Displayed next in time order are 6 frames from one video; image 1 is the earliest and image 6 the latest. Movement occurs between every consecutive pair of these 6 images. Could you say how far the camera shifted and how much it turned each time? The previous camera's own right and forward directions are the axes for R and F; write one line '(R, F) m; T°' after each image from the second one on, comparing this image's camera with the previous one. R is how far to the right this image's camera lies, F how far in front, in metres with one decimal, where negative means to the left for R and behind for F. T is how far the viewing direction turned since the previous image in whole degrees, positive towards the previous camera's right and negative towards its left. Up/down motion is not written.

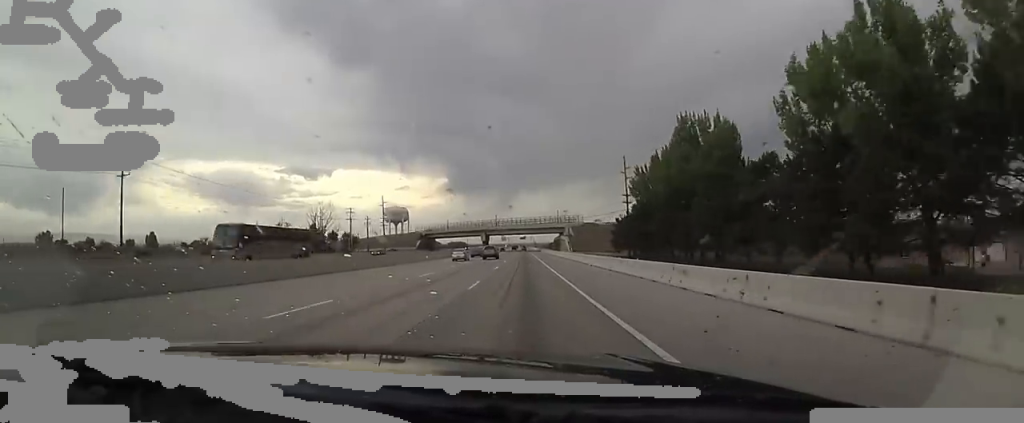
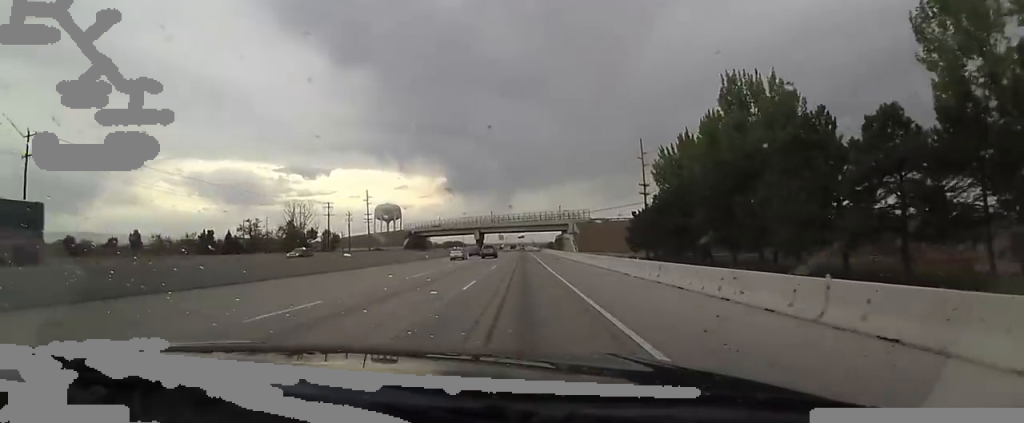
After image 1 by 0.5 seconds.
(+0.3, +15.7) m; +1°
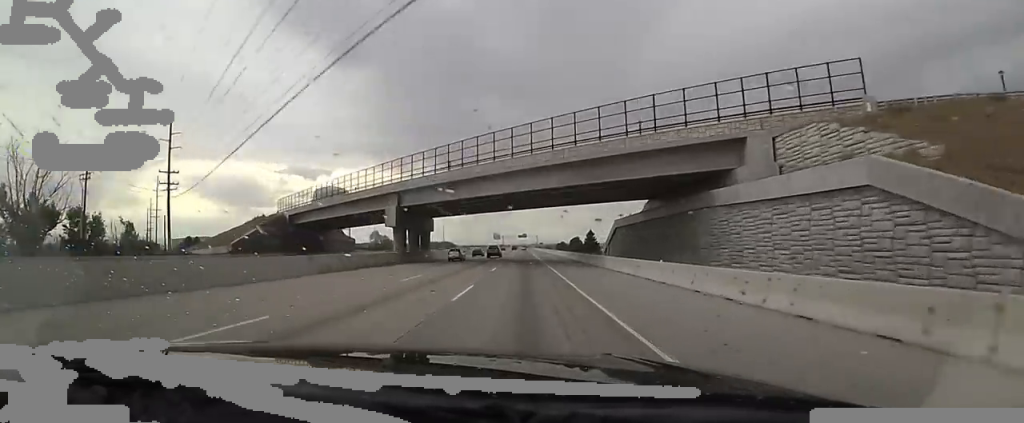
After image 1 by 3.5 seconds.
(+2.9, +94.5) m; +1°
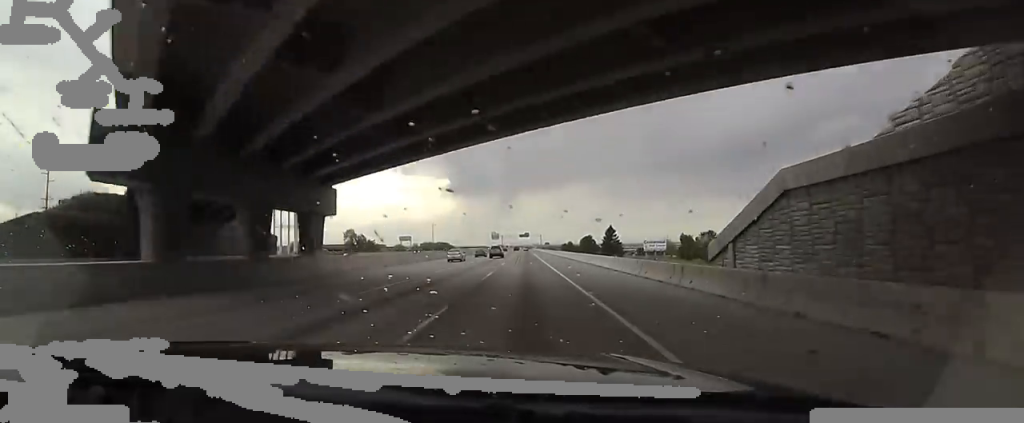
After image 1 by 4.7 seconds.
(-1.0, +36.3) m; -2°
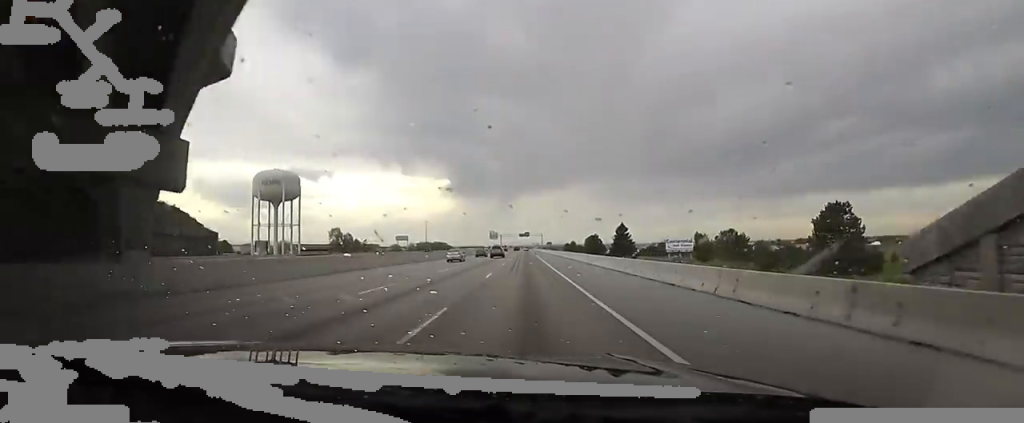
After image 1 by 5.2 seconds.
(-0.6, +15.6) m; 0°
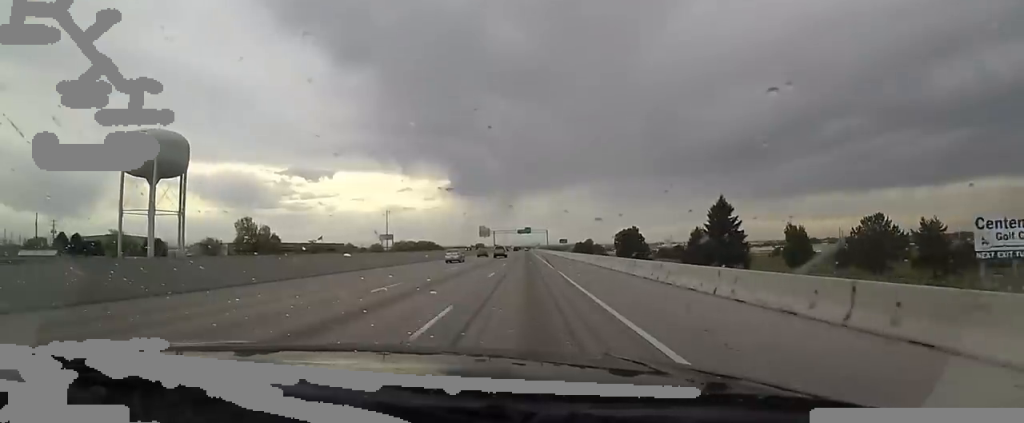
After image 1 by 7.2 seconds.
(+2.9, +62.3) m; +3°
